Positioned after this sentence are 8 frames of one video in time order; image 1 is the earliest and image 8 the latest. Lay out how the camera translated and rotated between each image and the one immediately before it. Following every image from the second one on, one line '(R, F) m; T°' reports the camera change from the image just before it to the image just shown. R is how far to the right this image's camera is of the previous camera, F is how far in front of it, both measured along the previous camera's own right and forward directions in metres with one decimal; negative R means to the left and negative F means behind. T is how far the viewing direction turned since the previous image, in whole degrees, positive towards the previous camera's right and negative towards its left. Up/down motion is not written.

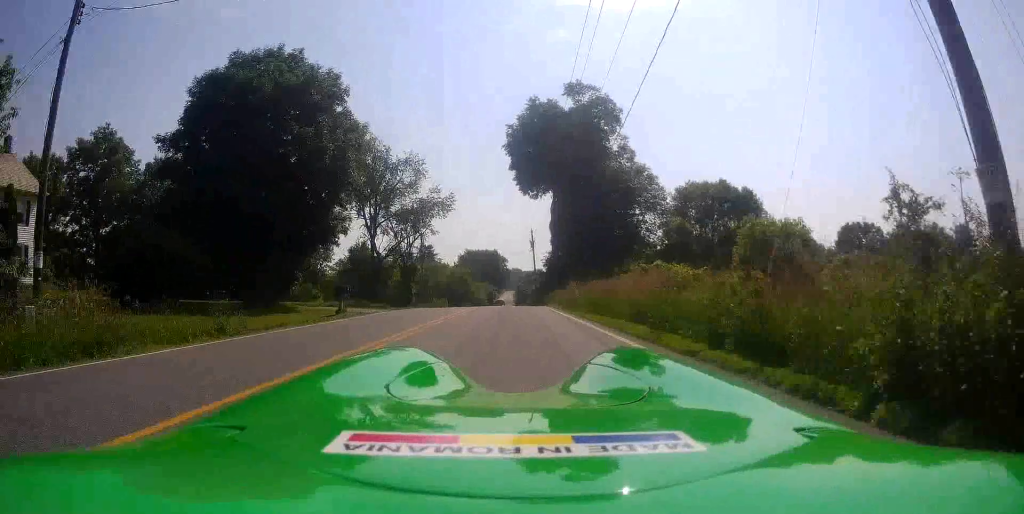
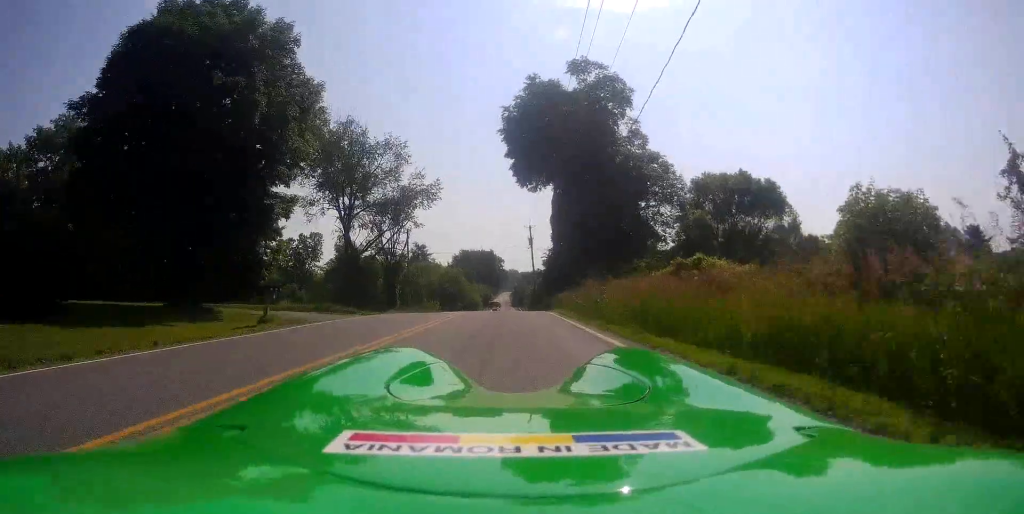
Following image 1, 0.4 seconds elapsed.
(+0.2, +6.9) m; 0°
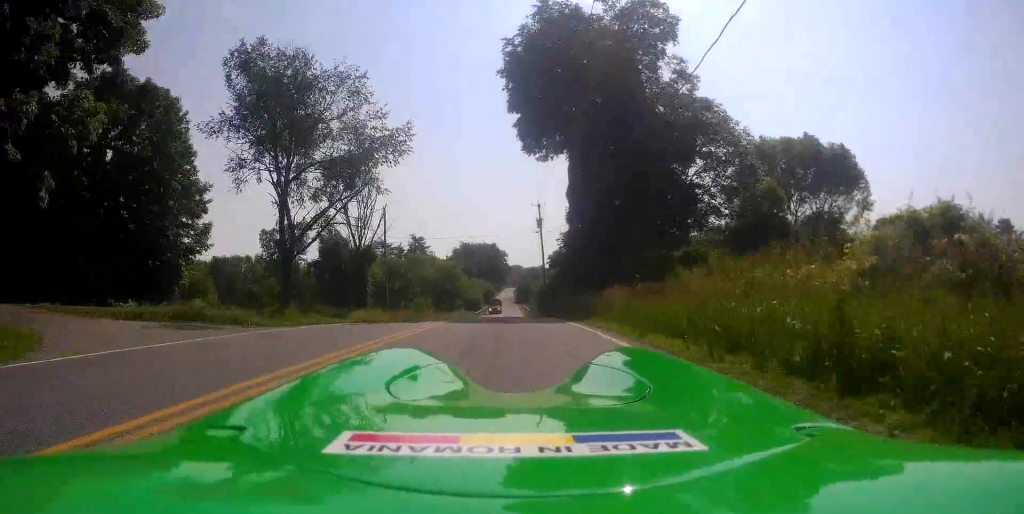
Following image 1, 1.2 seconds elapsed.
(-0.2, +13.7) m; -1°
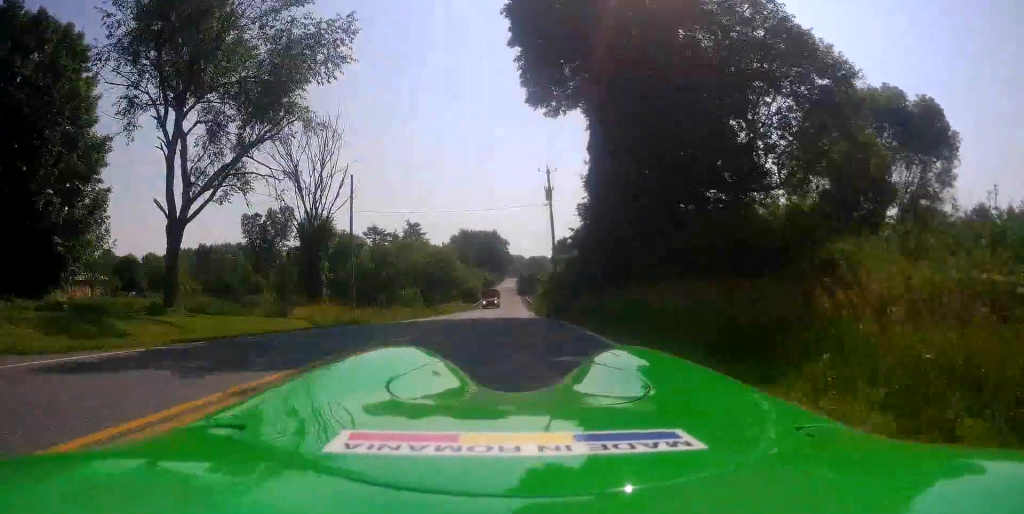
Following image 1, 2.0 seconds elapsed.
(-0.2, +11.7) m; -1°
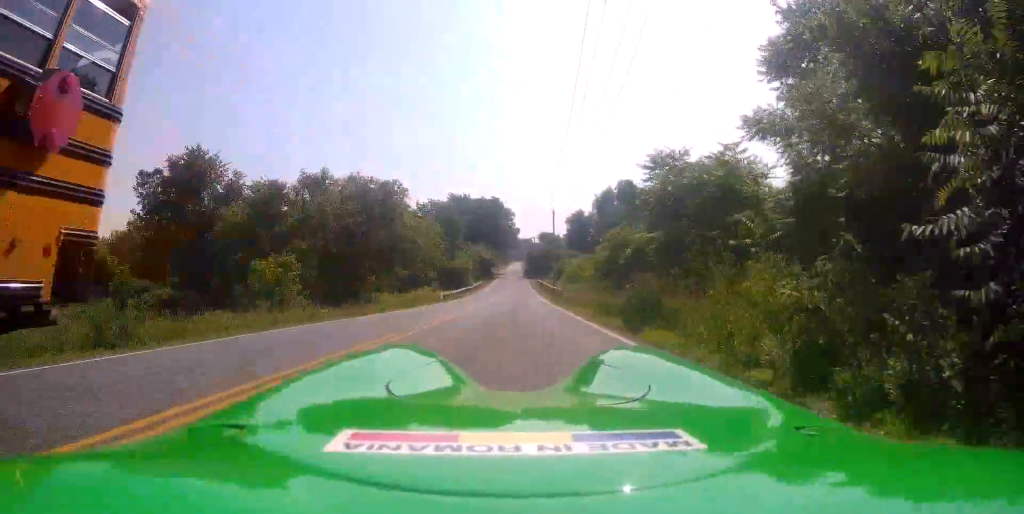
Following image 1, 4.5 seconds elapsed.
(+0.1, +43.7) m; 0°
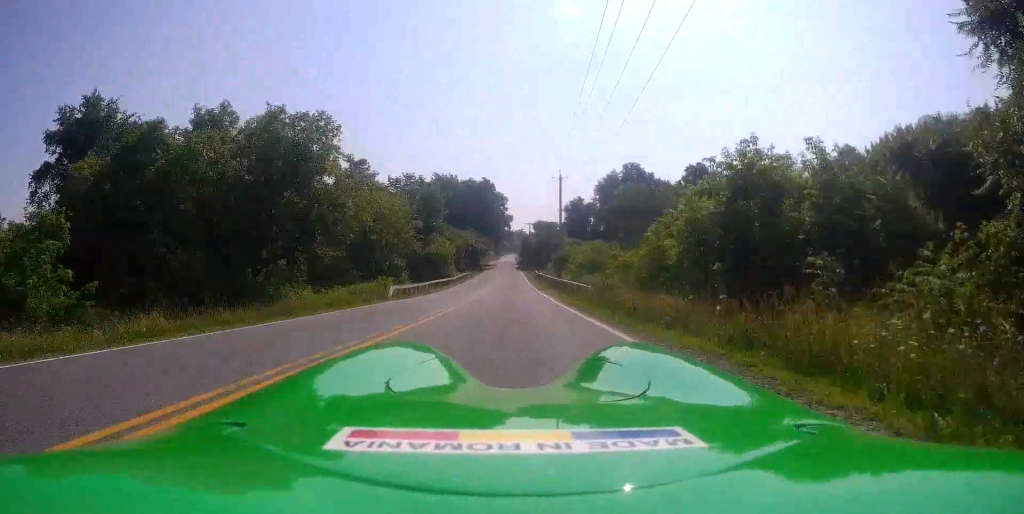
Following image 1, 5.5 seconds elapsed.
(0.0, +17.5) m; 0°
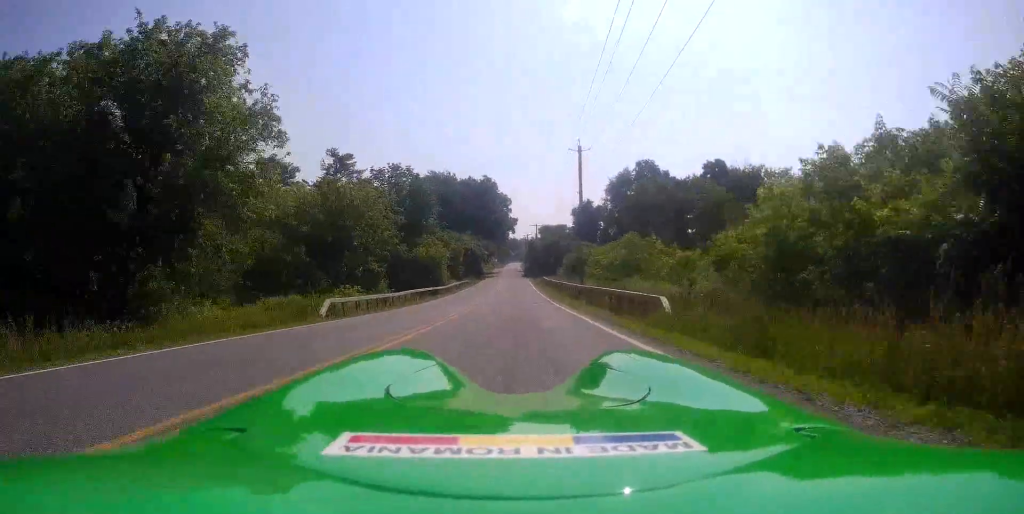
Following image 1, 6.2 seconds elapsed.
(0.0, +11.8) m; -1°
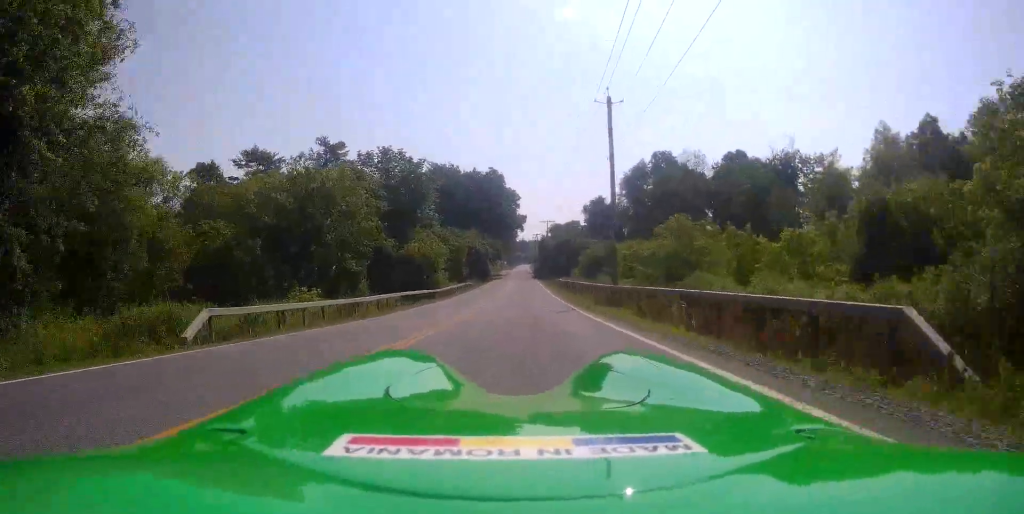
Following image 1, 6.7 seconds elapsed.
(+0.1, +8.9) m; -1°
